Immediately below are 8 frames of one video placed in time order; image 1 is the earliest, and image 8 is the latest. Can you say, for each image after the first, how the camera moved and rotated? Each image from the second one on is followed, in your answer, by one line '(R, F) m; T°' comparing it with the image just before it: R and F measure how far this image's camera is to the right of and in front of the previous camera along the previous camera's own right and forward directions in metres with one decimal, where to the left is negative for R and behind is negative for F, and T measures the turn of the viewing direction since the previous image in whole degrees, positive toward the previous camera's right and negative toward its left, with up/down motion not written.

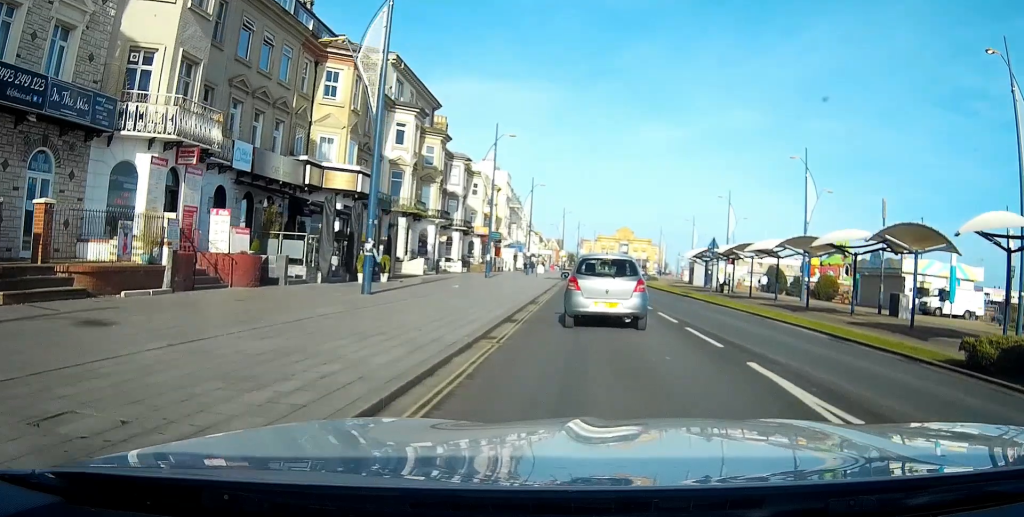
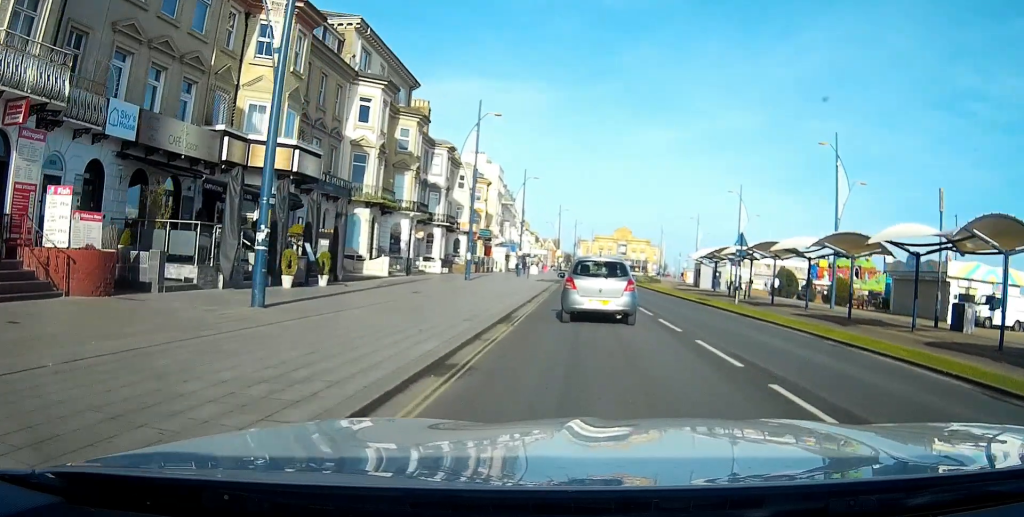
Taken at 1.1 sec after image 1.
(0.0, +7.4) m; 0°
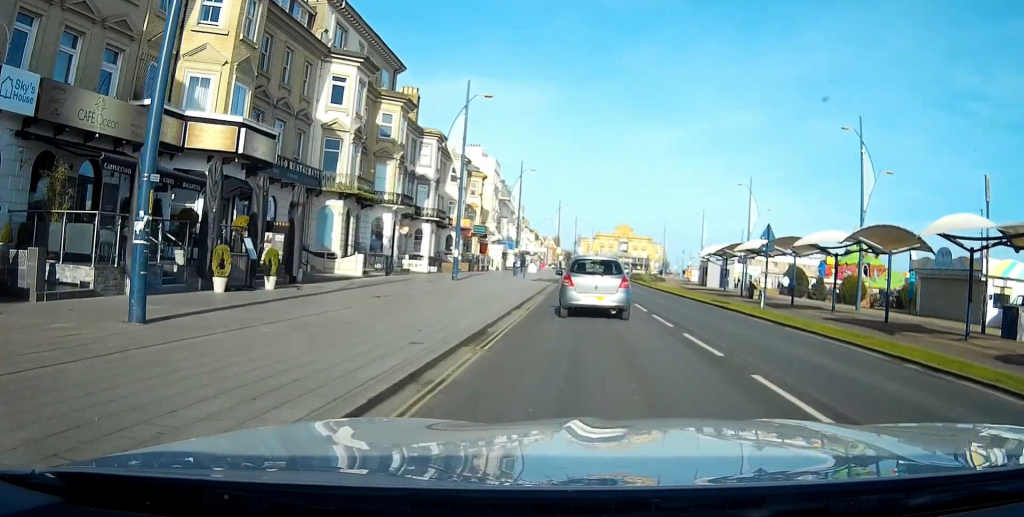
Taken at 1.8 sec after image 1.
(0.0, +4.5) m; 0°
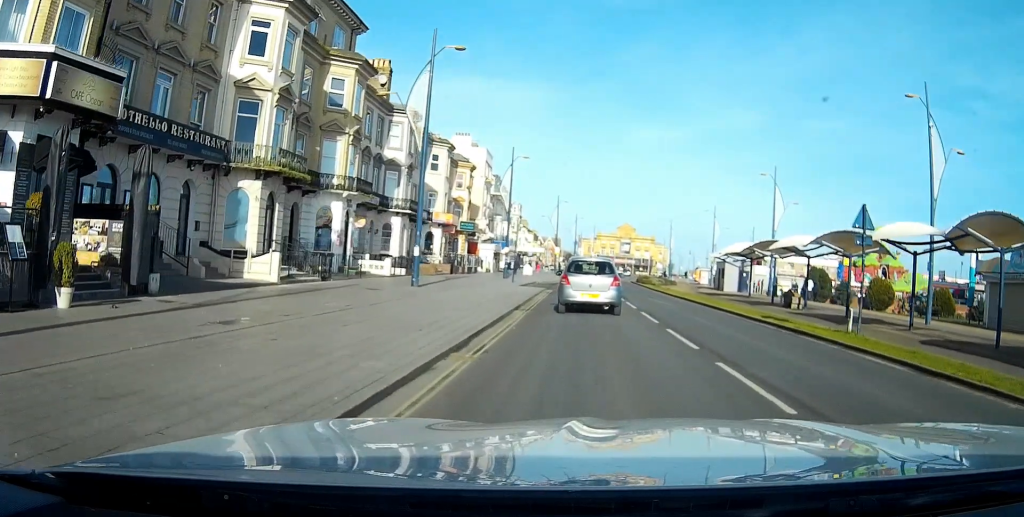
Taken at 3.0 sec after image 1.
(-0.1, +9.9) m; 0°
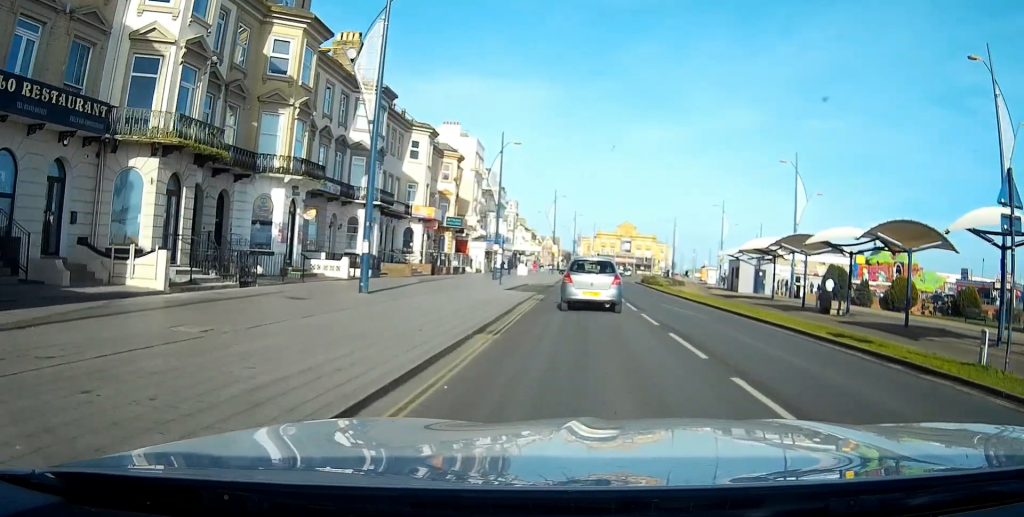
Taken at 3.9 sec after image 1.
(0.0, +7.2) m; 0°
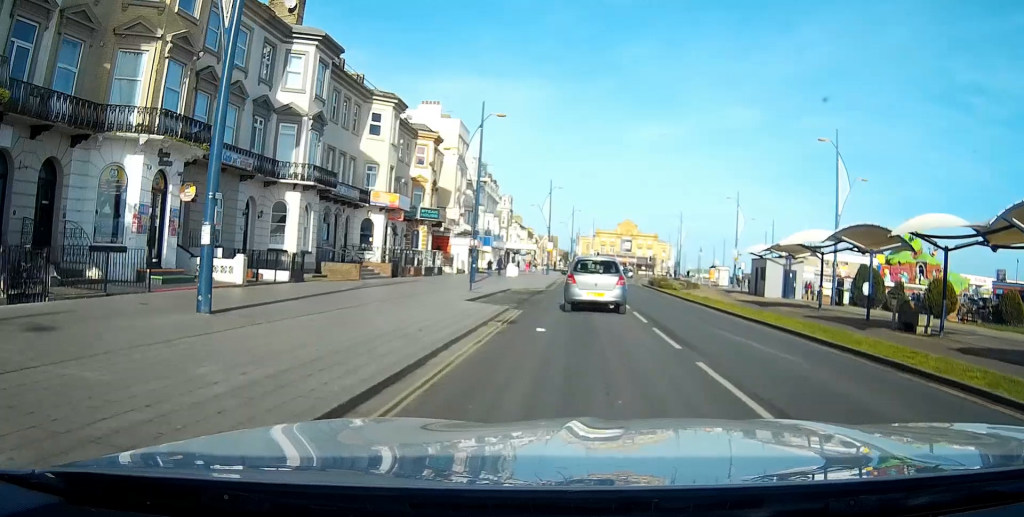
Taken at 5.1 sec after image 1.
(-0.1, +10.2) m; -1°
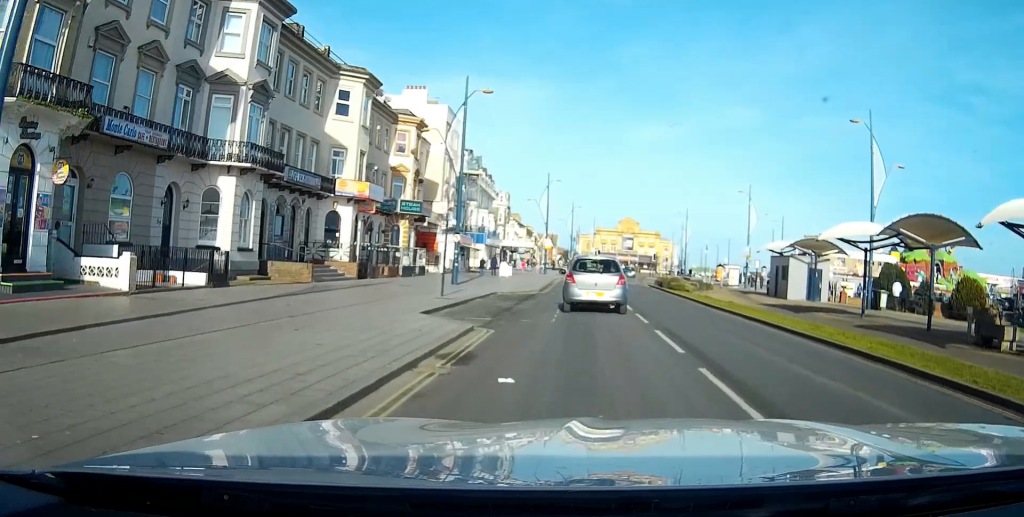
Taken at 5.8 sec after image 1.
(0.0, +6.2) m; 0°
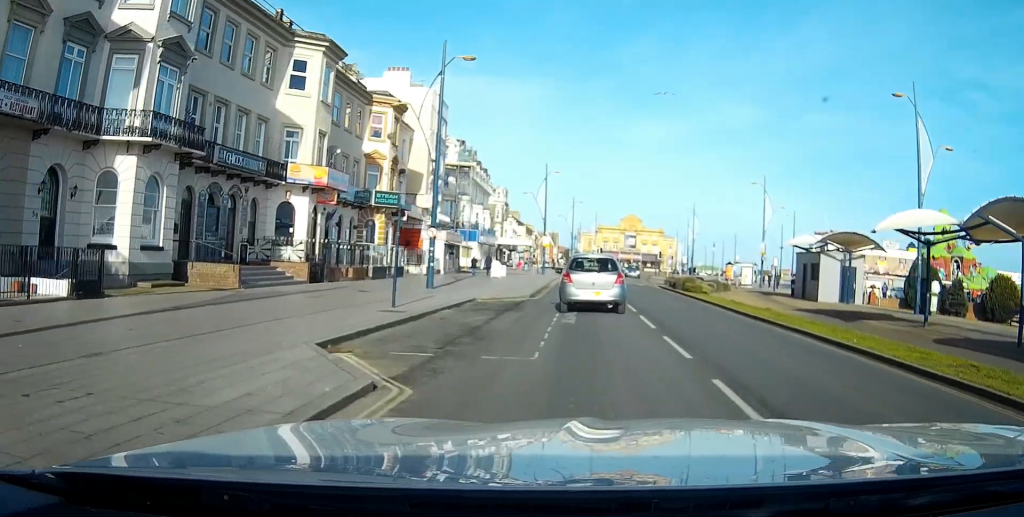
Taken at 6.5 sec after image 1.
(0.0, +6.5) m; 0°
